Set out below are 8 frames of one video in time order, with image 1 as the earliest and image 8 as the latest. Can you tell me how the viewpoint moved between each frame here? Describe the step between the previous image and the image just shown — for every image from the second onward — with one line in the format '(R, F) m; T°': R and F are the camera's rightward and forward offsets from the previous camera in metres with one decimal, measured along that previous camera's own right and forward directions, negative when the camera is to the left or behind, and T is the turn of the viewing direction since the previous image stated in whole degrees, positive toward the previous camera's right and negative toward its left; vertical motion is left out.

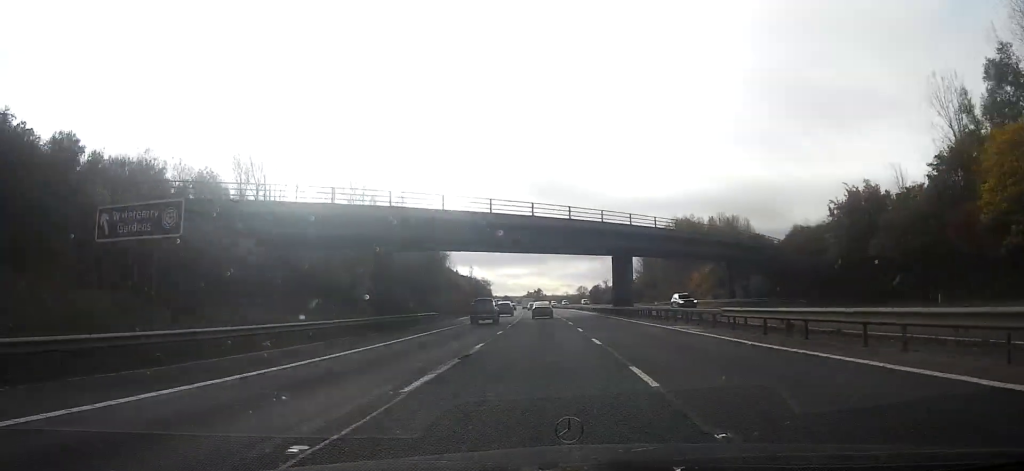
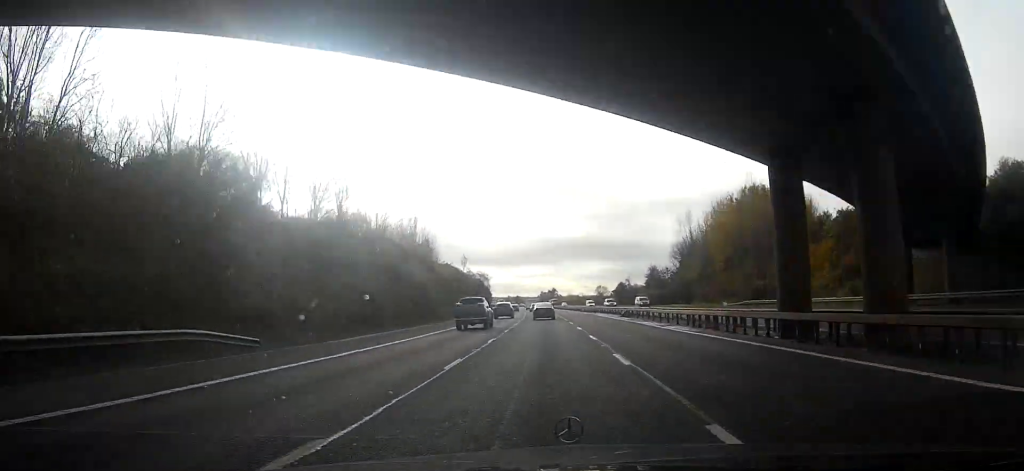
(-0.5, +41.6) m; -1°
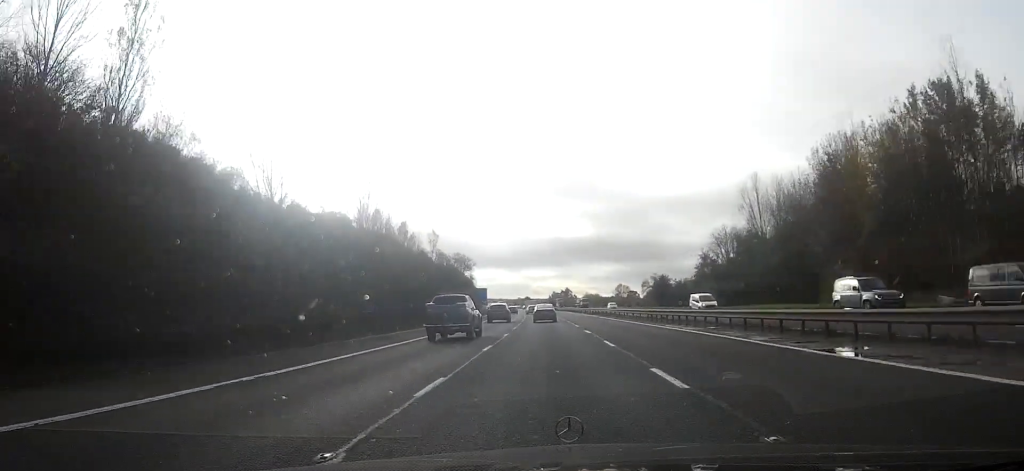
(-0.7, +48.4) m; -1°
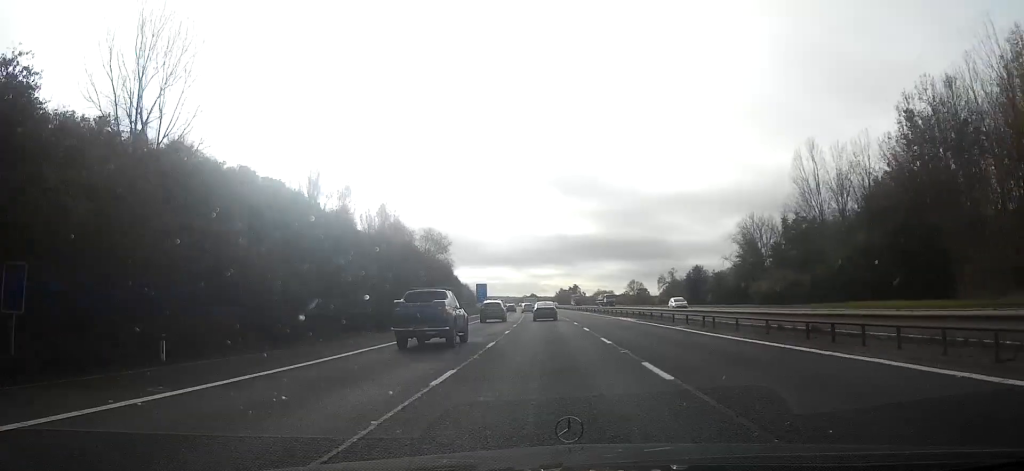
(-0.2, +25.8) m; -1°
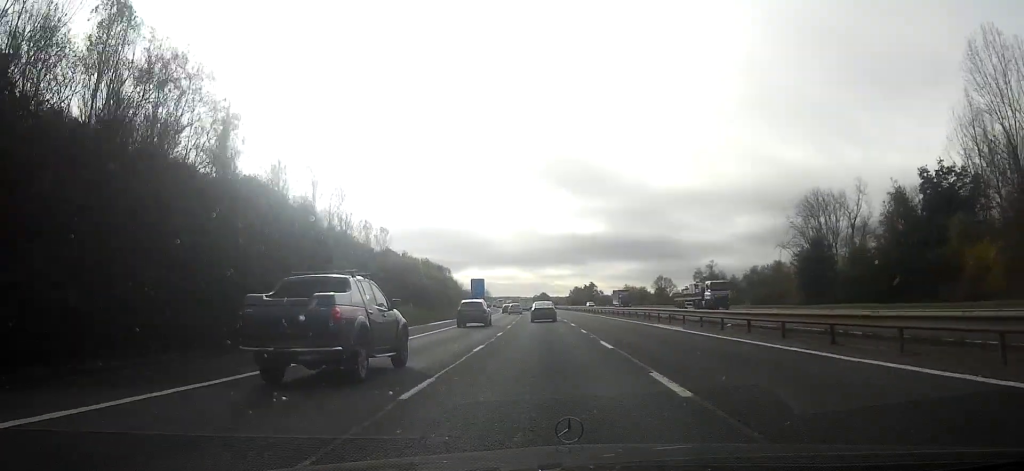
(-0.4, +46.7) m; -1°
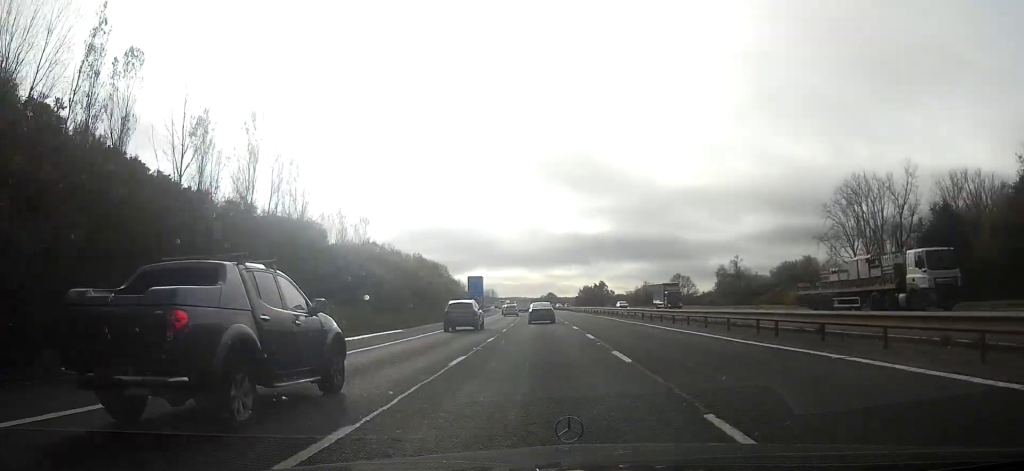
(-0.1, +21.9) m; -1°
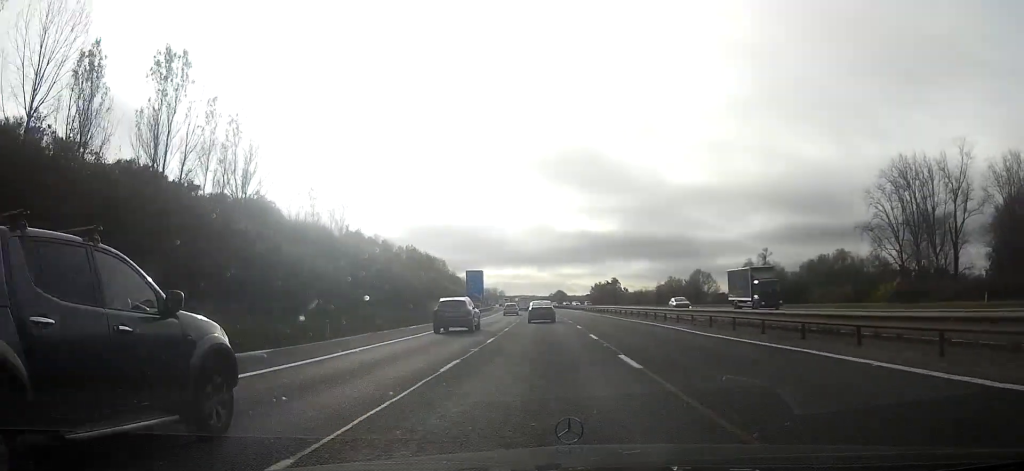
(-0.1, +19.6) m; -1°
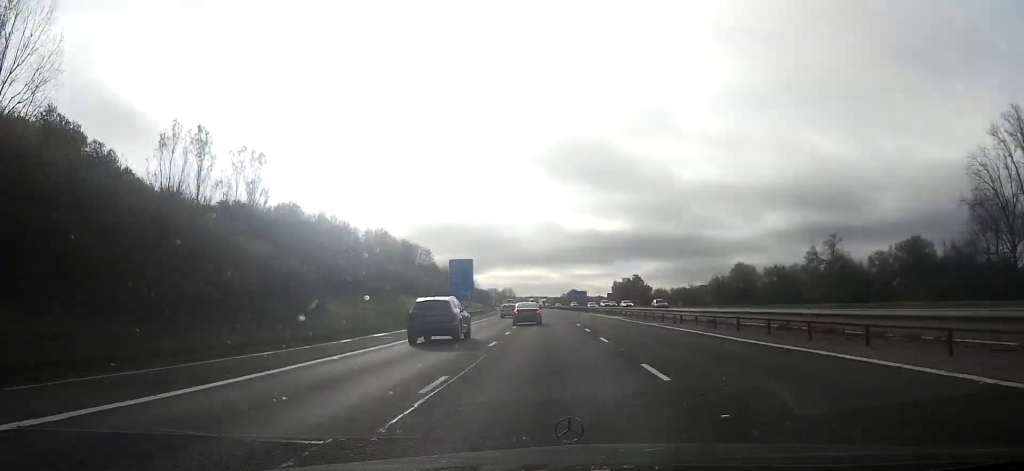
(-0.6, +38.9) m; -2°
